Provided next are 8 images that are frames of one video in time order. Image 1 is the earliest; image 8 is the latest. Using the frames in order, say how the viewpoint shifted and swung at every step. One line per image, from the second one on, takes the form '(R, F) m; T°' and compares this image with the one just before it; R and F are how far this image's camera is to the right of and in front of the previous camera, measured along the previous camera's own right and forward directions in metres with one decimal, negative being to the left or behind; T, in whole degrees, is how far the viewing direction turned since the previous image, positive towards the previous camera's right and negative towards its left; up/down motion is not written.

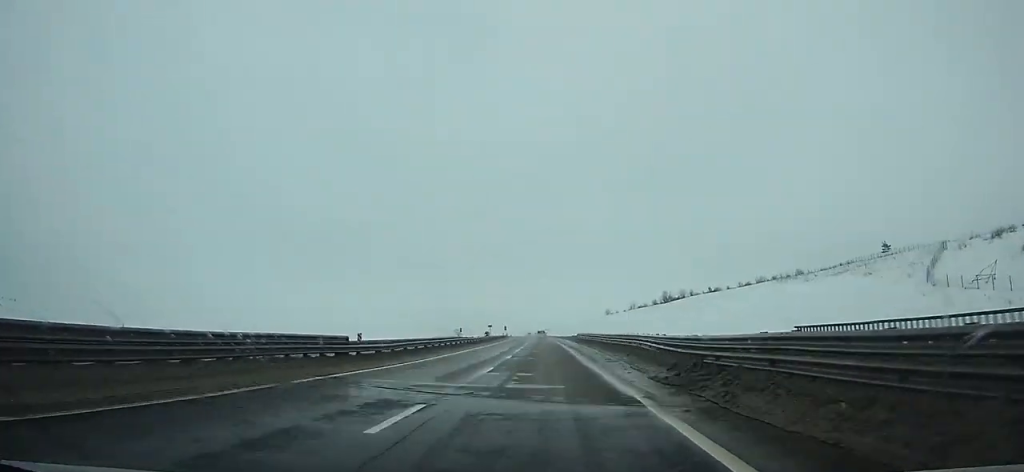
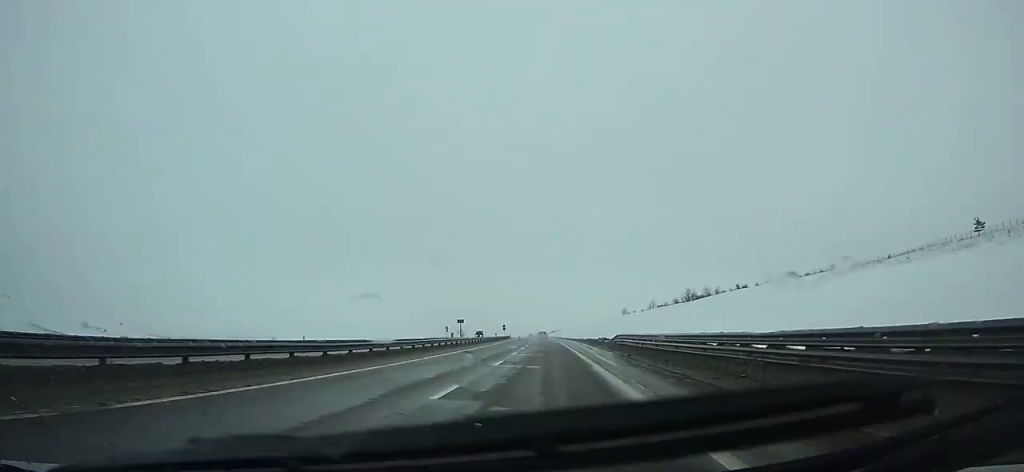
(-0.3, +39.3) m; -1°
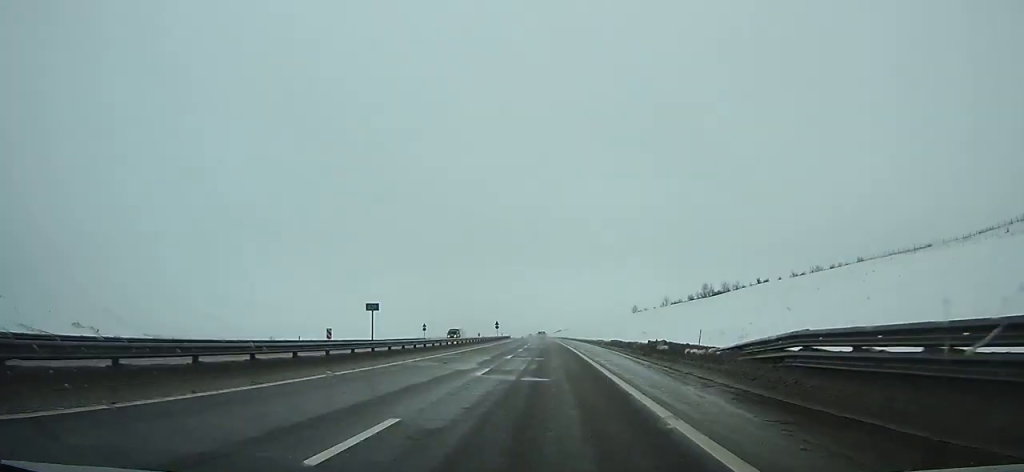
(-0.2, +29.6) m; -1°
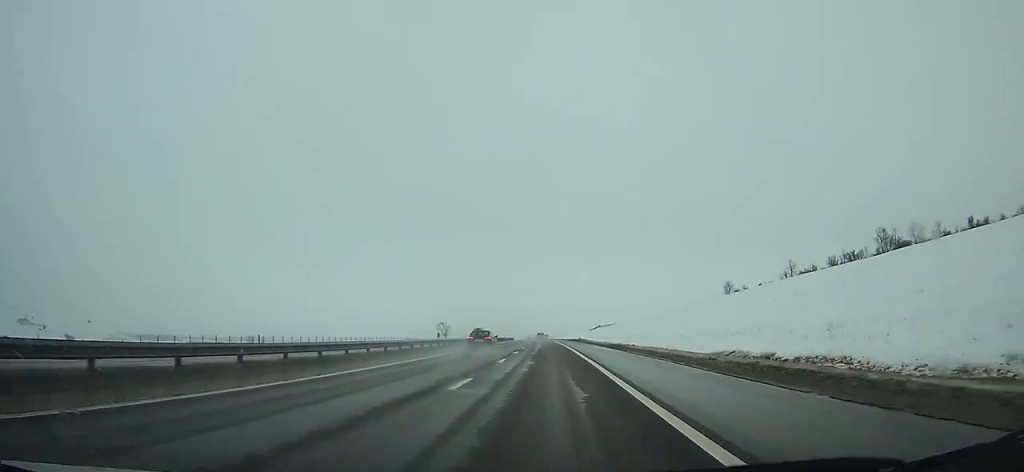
(-6.0, +172.2) m; -4°
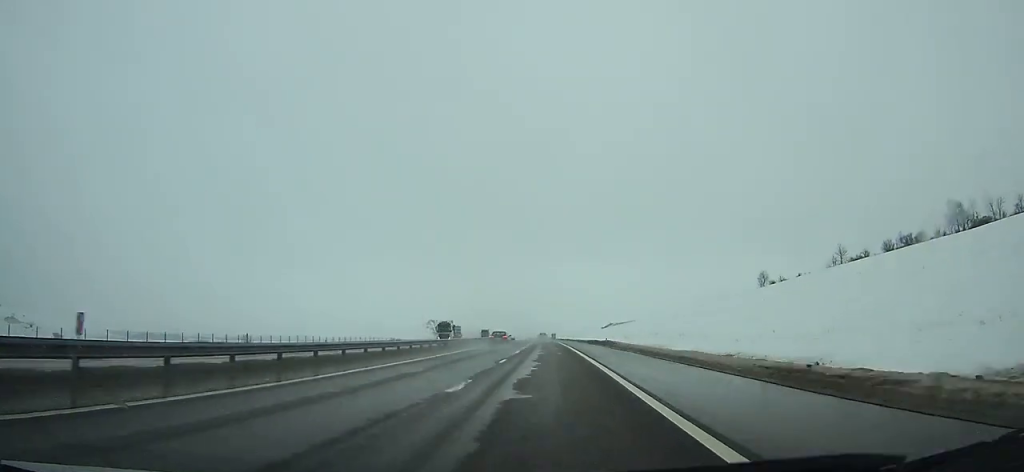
(-0.4, +36.5) m; -1°
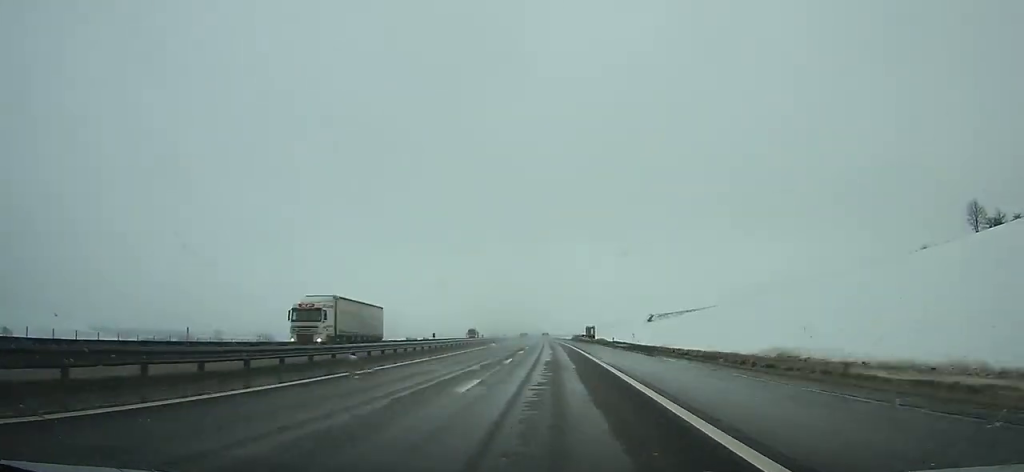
(-1.8, +118.5) m; -2°
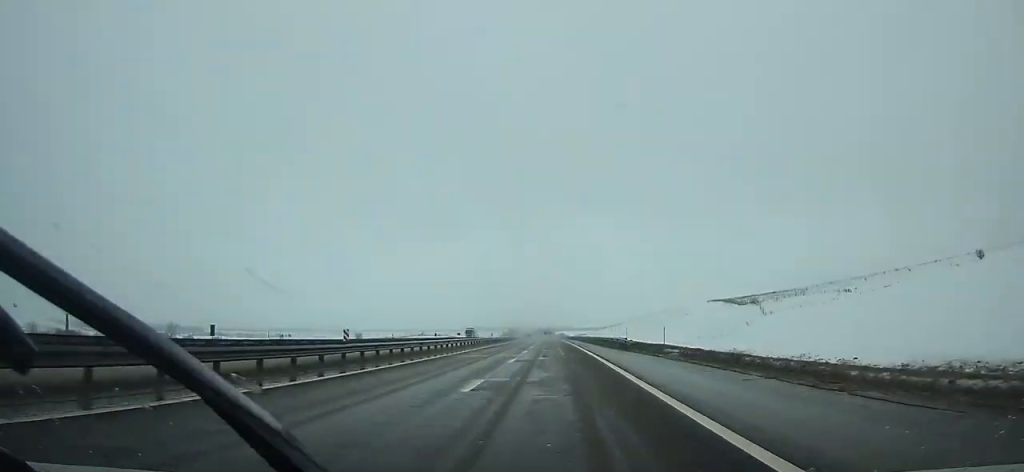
(-2.6, +130.7) m; -2°
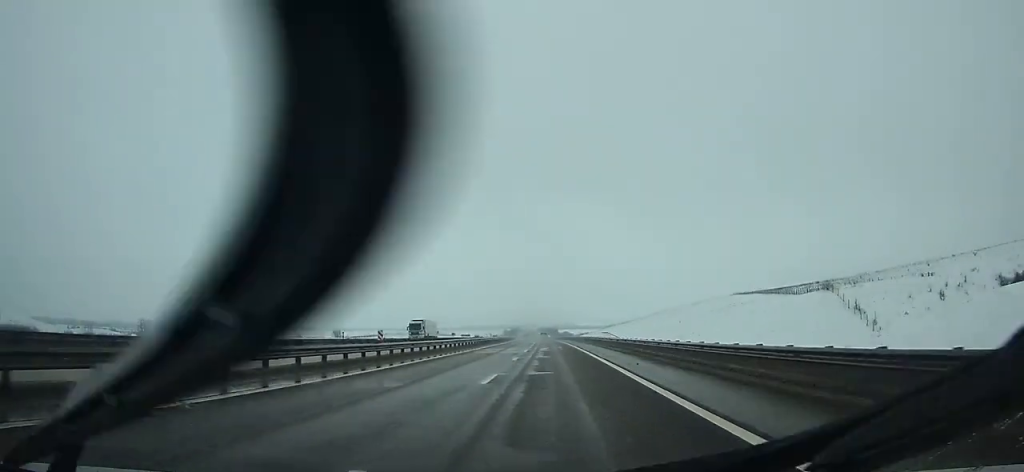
(-0.2, +45.7) m; -1°
